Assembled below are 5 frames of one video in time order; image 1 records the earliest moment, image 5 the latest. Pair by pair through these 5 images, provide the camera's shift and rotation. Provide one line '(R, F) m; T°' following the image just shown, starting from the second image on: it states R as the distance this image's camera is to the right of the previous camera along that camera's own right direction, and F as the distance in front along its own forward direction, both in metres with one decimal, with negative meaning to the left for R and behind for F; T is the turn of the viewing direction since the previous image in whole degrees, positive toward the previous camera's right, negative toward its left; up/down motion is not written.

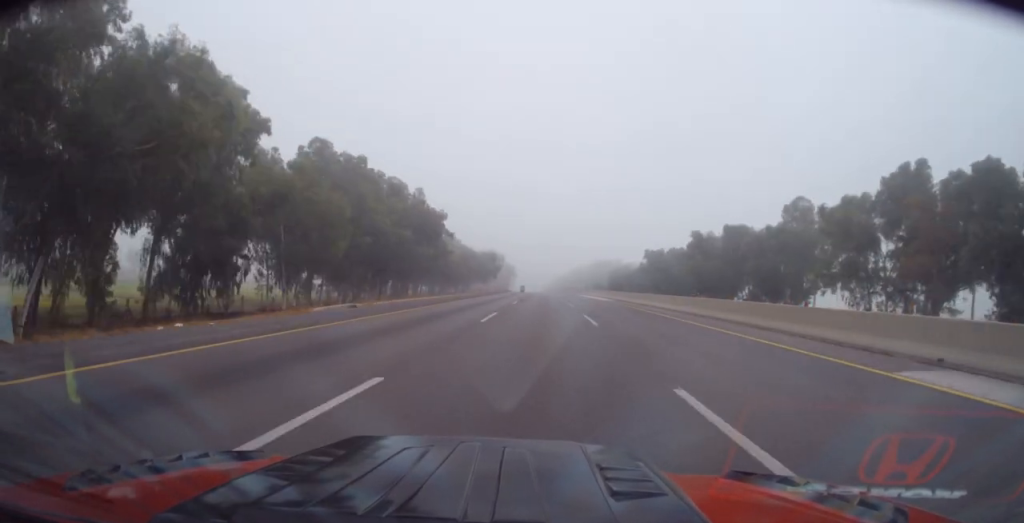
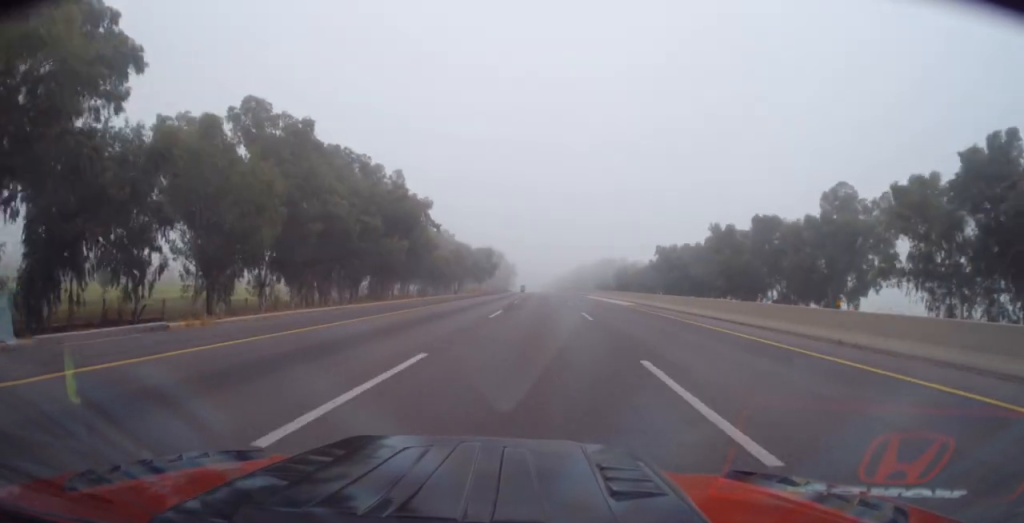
(+0.1, +15.1) m; -1°
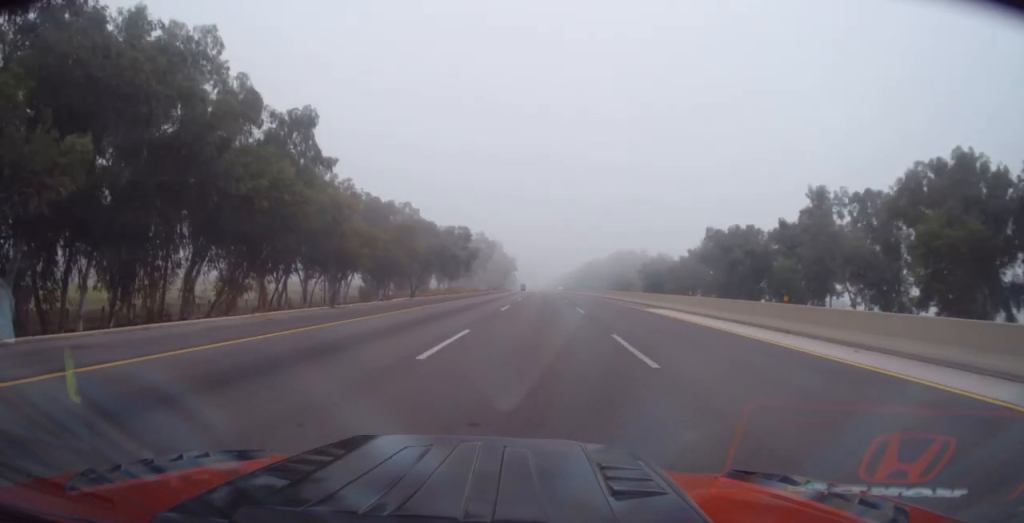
(-0.1, +48.7) m; +1°
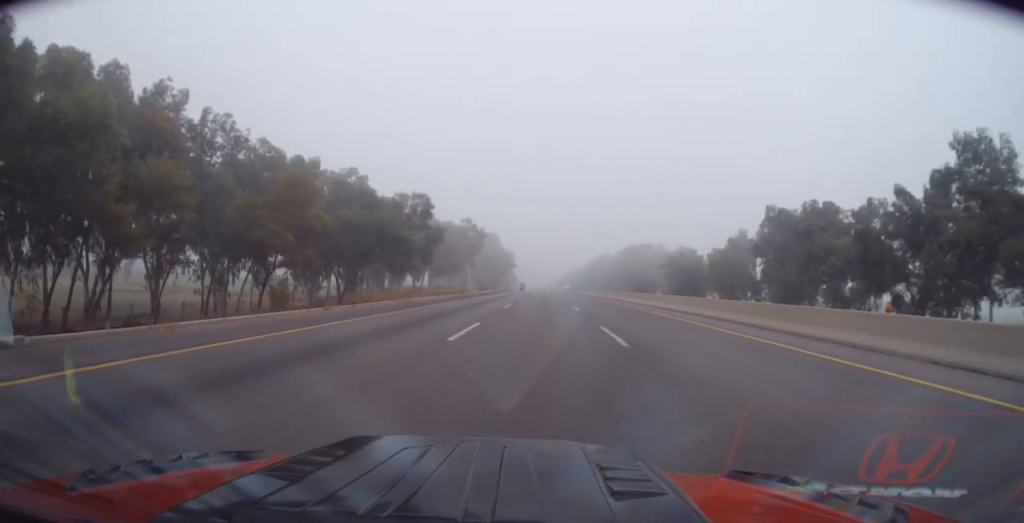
(+0.1, +32.5) m; 0°
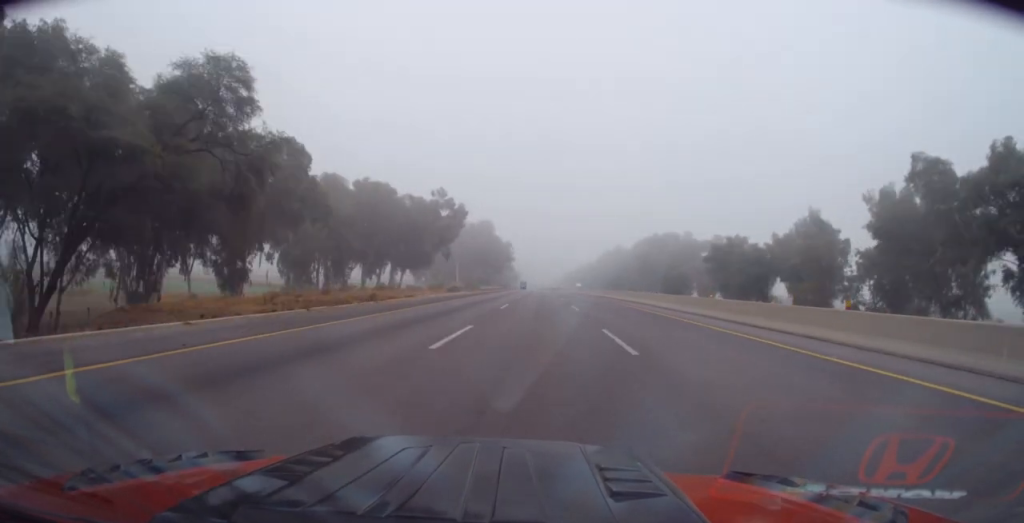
(0.0, +37.5) m; -1°
